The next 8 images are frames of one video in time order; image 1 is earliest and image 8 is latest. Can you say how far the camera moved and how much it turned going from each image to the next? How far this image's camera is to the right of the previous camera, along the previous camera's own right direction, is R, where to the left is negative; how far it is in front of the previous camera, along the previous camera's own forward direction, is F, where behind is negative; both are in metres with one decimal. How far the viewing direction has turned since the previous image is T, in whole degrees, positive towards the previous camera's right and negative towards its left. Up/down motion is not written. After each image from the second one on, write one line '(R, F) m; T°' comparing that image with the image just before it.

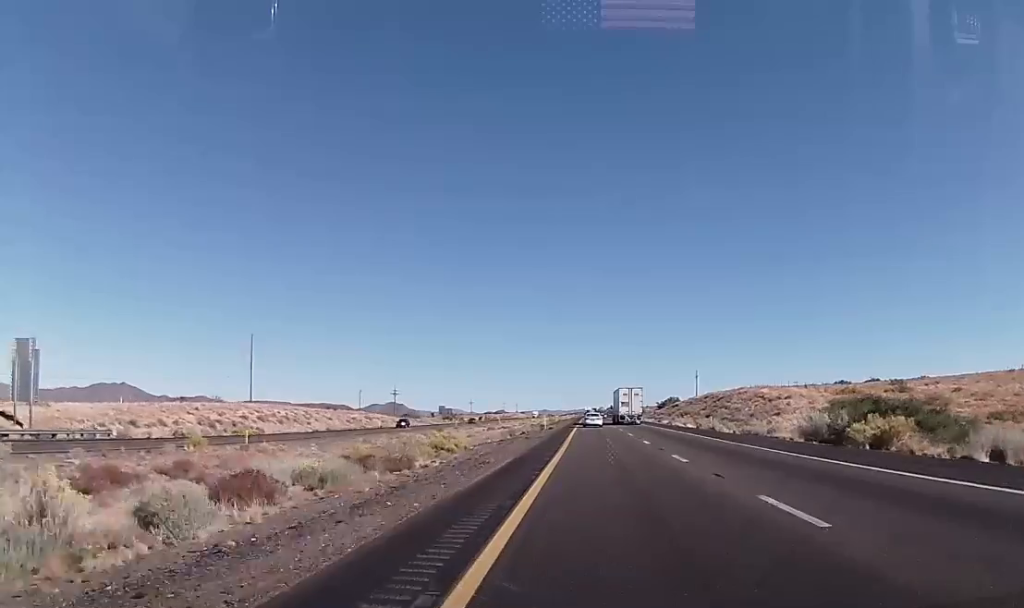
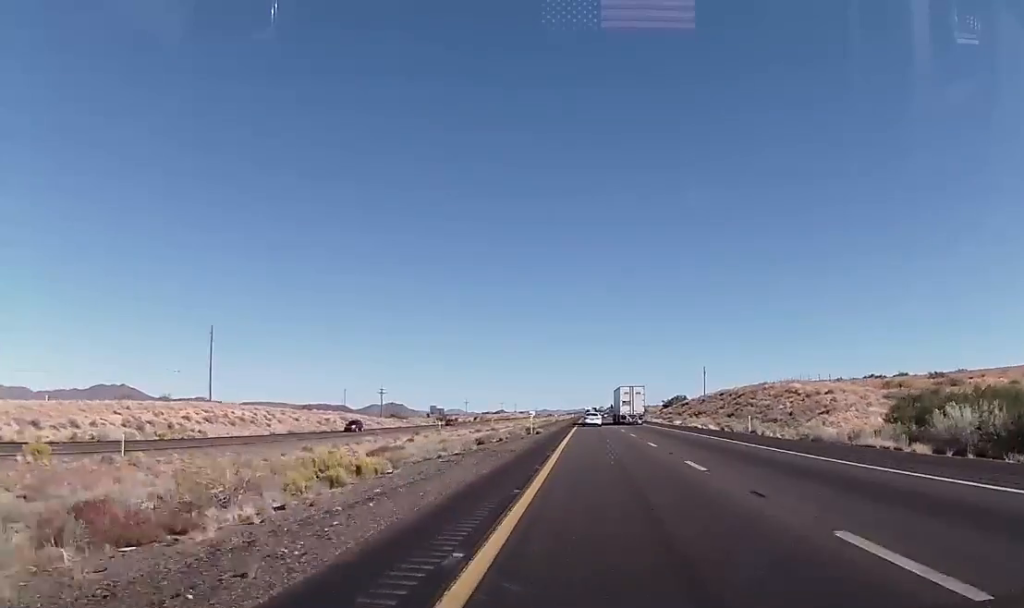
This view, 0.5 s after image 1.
(0.0, +16.5) m; 0°
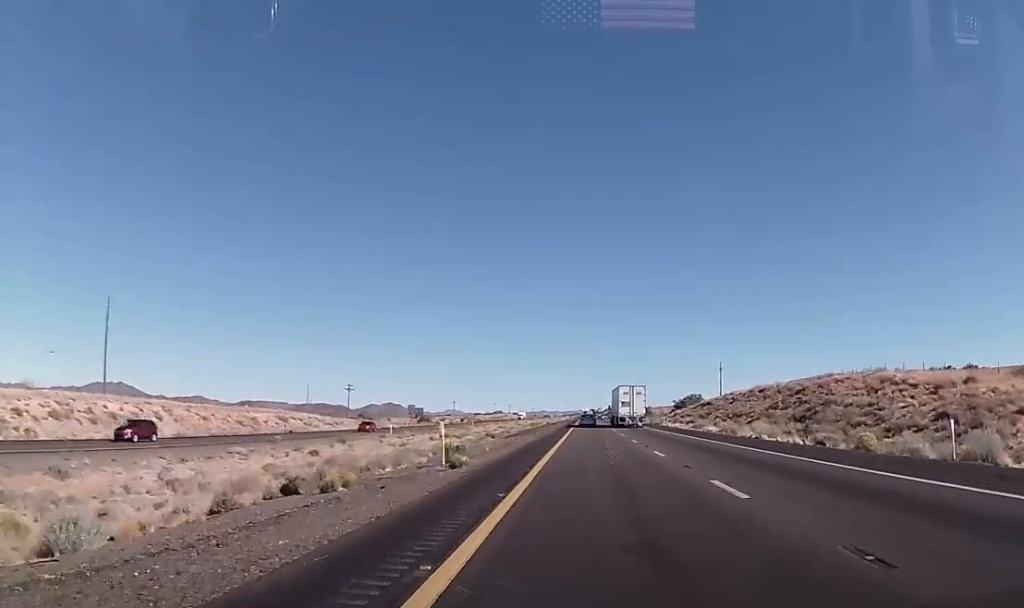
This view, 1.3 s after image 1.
(0.0, +30.8) m; 0°
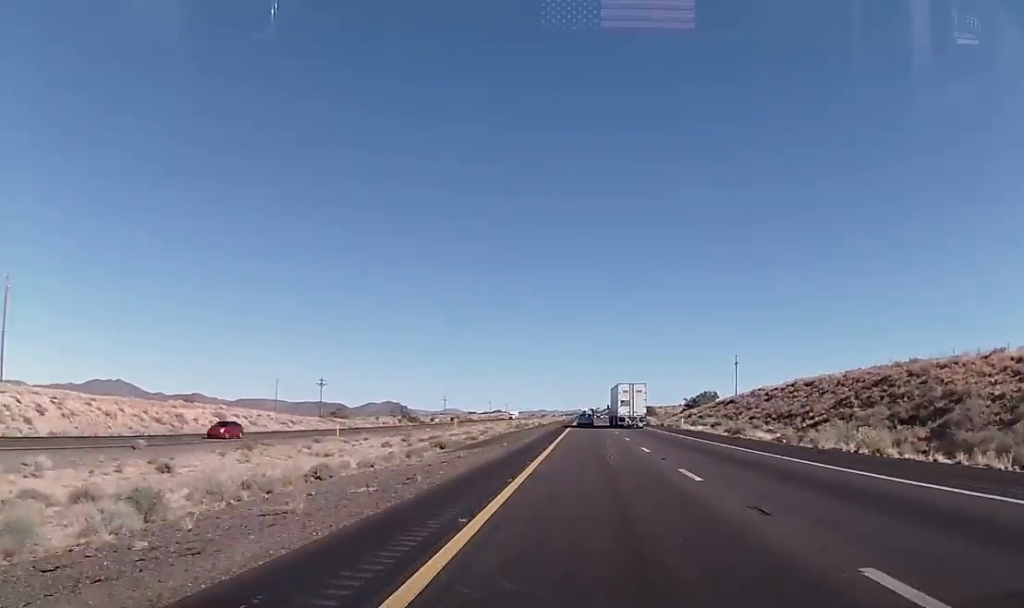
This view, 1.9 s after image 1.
(0.0, +21.4) m; 0°
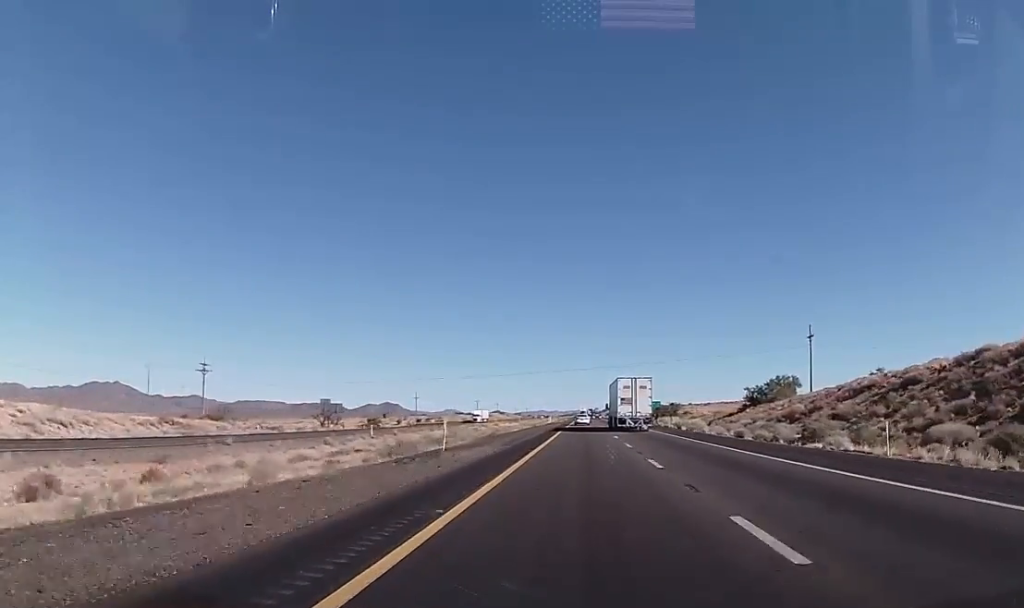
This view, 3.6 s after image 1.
(0.0, +59.3) m; +1°
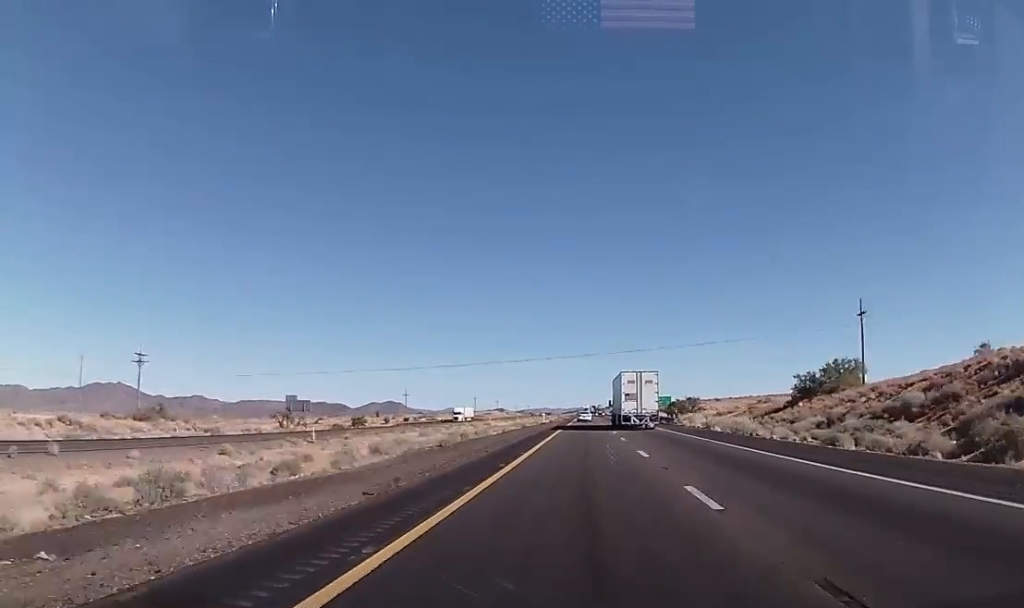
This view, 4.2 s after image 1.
(0.0, +21.3) m; 0°
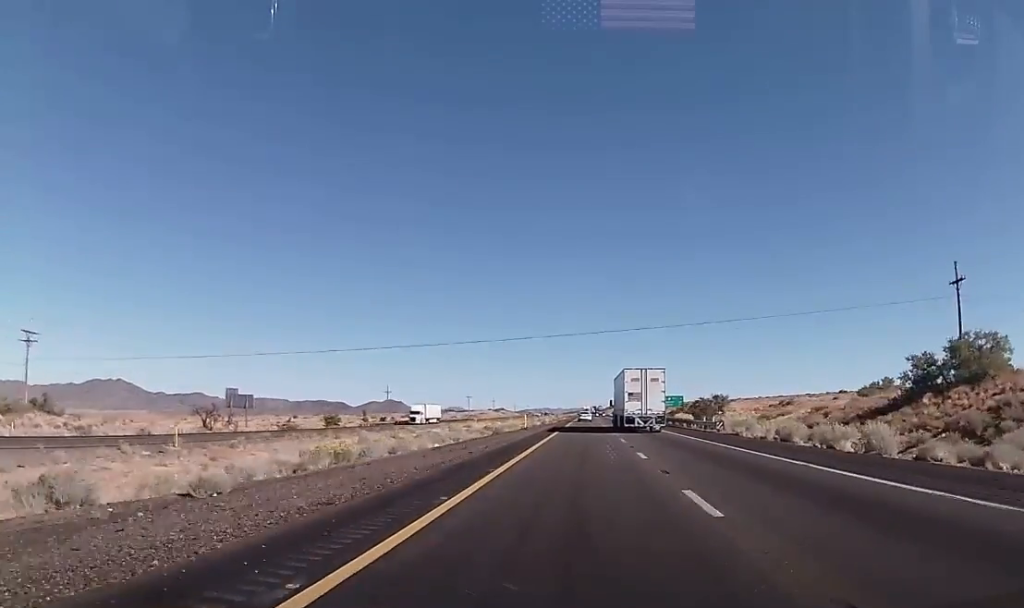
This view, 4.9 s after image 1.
(+0.4, +25.9) m; 0°
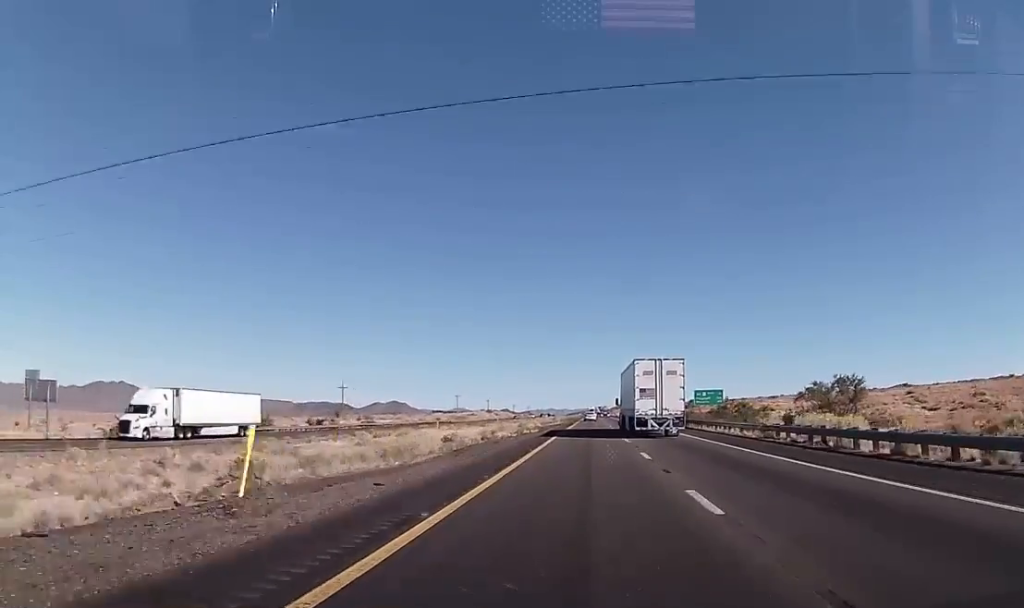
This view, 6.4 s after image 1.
(-0.7, +50.0) m; -1°
